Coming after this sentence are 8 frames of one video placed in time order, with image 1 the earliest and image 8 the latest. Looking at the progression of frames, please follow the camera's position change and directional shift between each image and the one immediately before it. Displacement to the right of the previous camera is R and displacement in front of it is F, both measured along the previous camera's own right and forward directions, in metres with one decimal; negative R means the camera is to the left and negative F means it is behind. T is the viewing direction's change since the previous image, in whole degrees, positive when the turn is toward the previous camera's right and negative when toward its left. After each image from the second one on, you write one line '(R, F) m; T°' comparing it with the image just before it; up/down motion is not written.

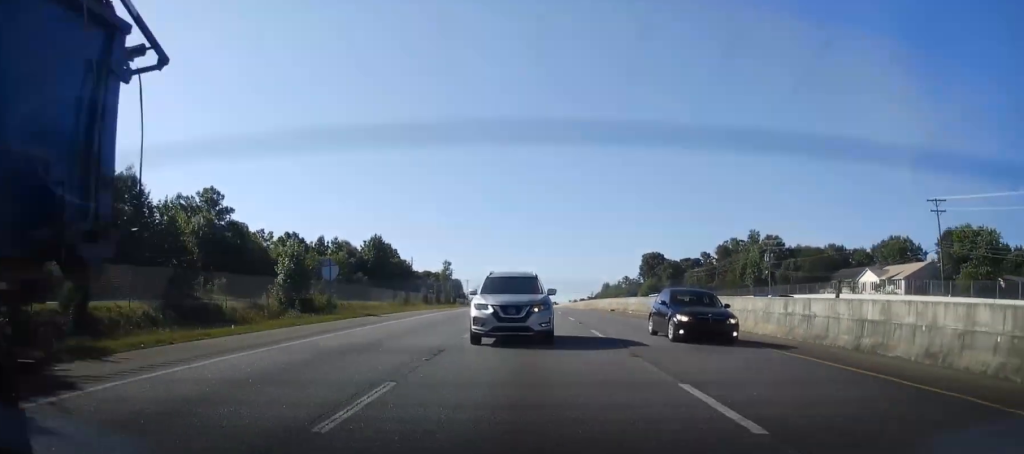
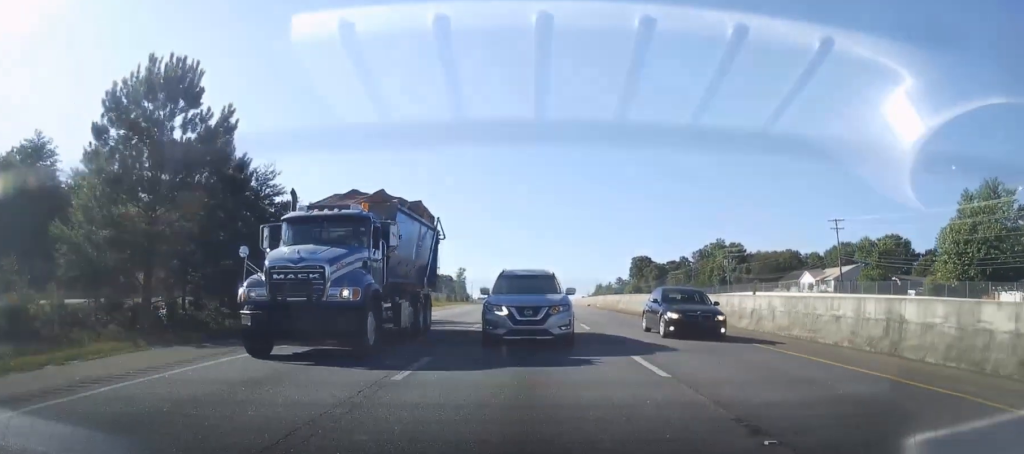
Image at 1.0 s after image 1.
(+0.1, +27.6) m; 0°
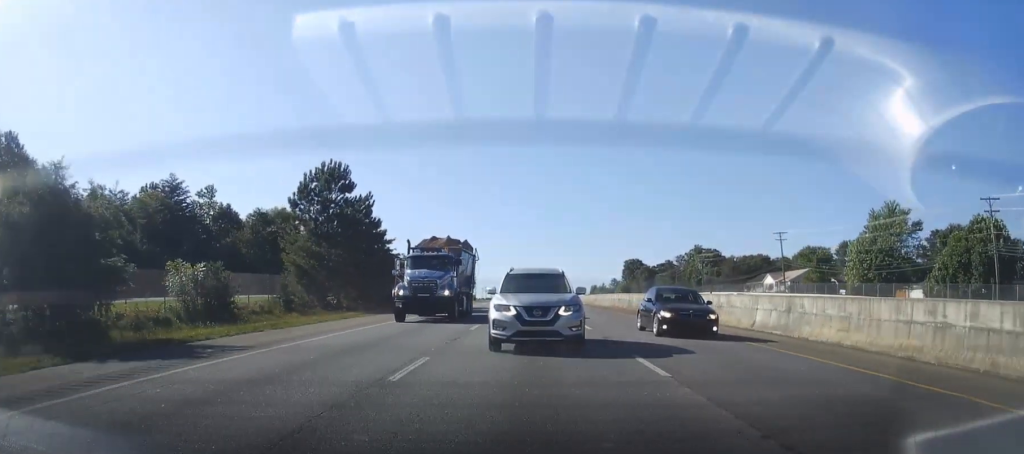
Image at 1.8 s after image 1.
(-0.2, +23.8) m; 0°
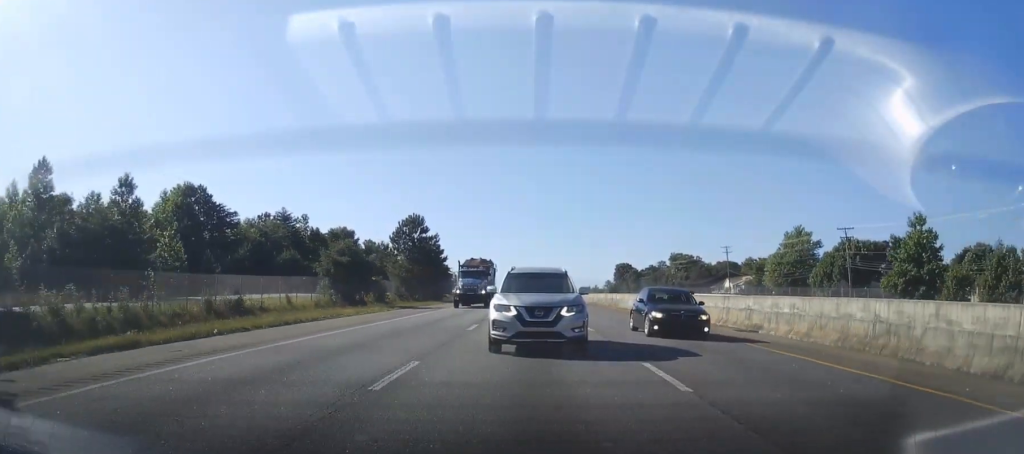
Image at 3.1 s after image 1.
(+0.1, +36.2) m; 0°
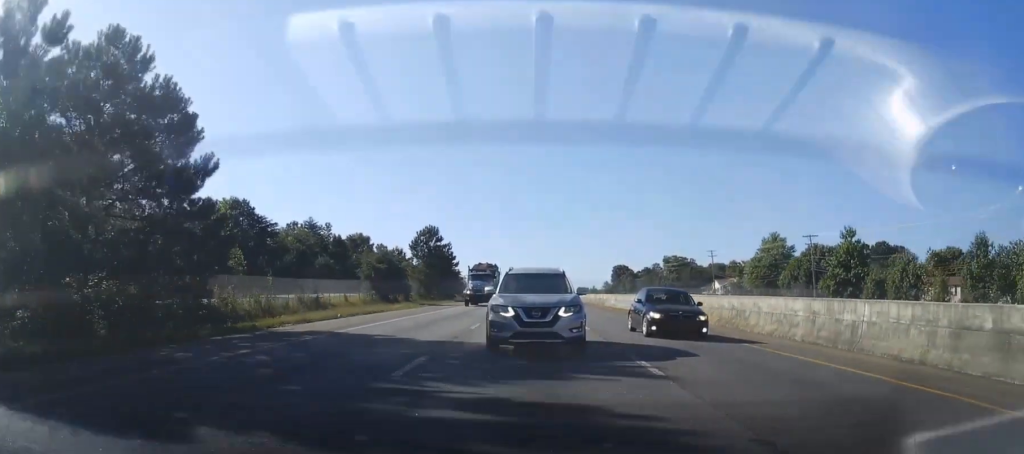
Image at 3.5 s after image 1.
(-0.2, +13.3) m; 0°
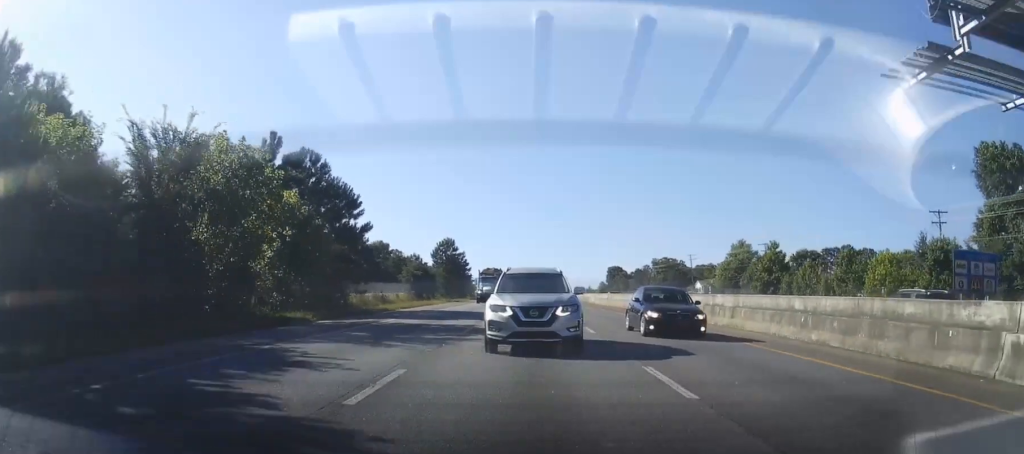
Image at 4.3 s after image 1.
(+0.3, +21.9) m; 0°
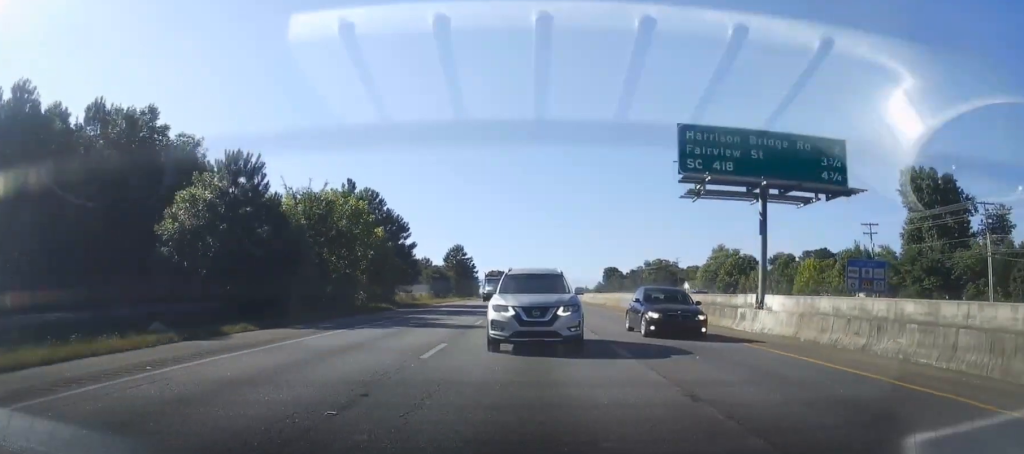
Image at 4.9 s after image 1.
(0.0, +17.1) m; 0°
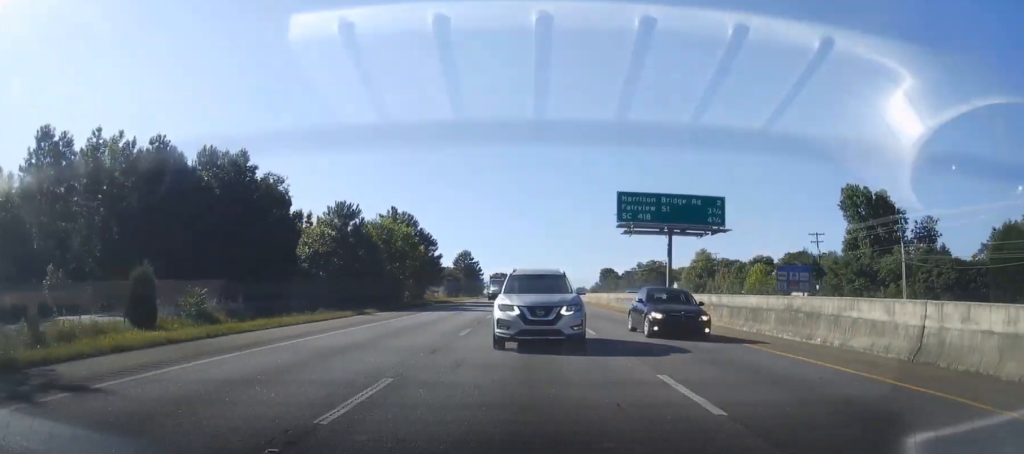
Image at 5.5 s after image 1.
(-0.3, +18.1) m; 0°
